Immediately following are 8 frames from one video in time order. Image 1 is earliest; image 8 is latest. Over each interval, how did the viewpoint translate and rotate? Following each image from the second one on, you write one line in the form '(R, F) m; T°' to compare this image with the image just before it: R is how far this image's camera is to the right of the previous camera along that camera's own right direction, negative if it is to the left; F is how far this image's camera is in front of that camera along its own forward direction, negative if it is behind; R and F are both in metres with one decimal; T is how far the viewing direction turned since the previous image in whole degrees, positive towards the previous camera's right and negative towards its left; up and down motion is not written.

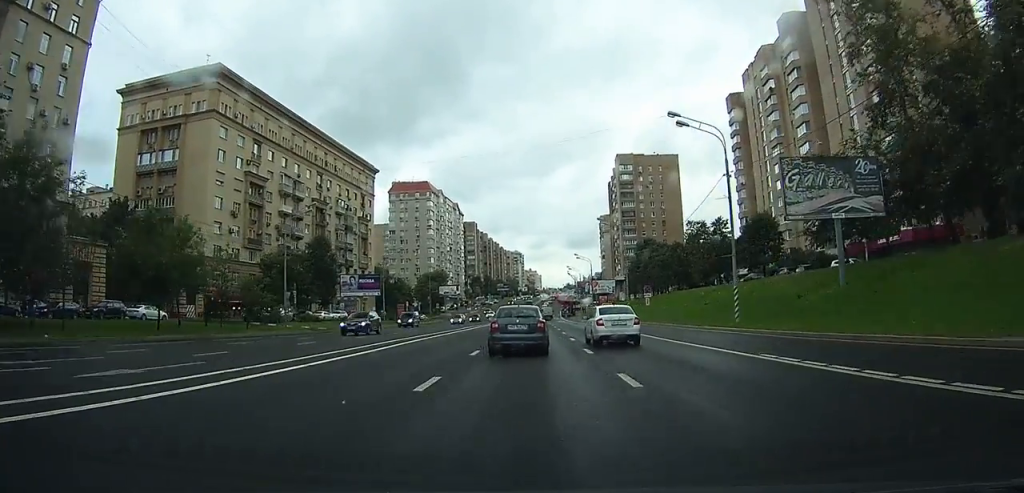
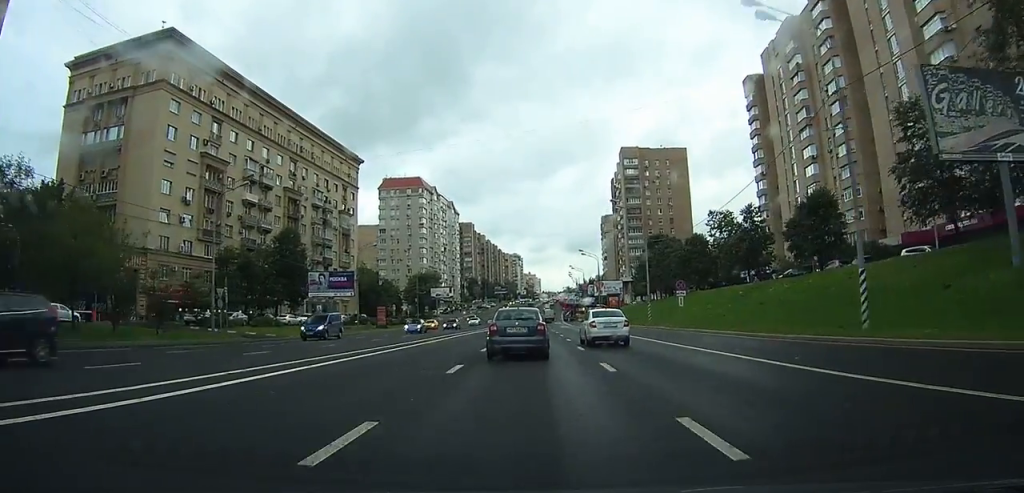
(0.0, +12.8) m; 0°
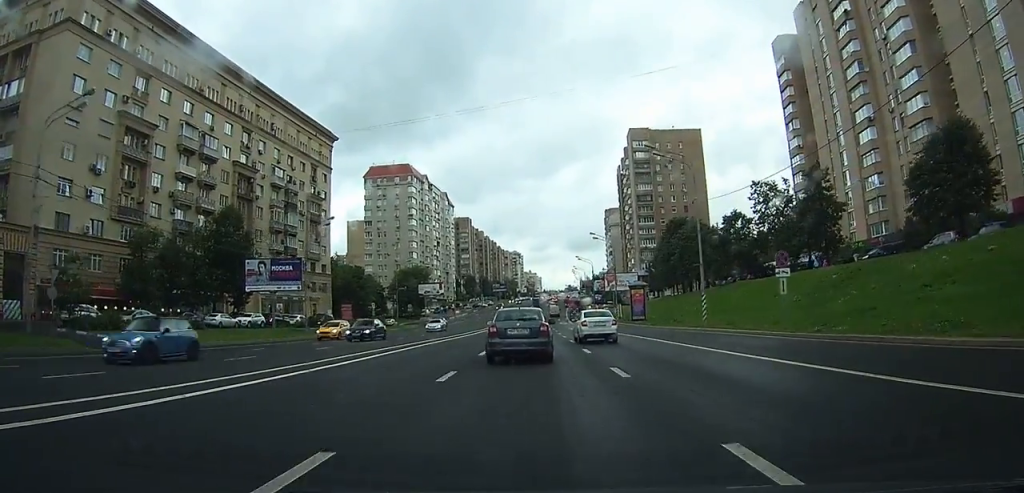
(0.0, +17.7) m; 0°
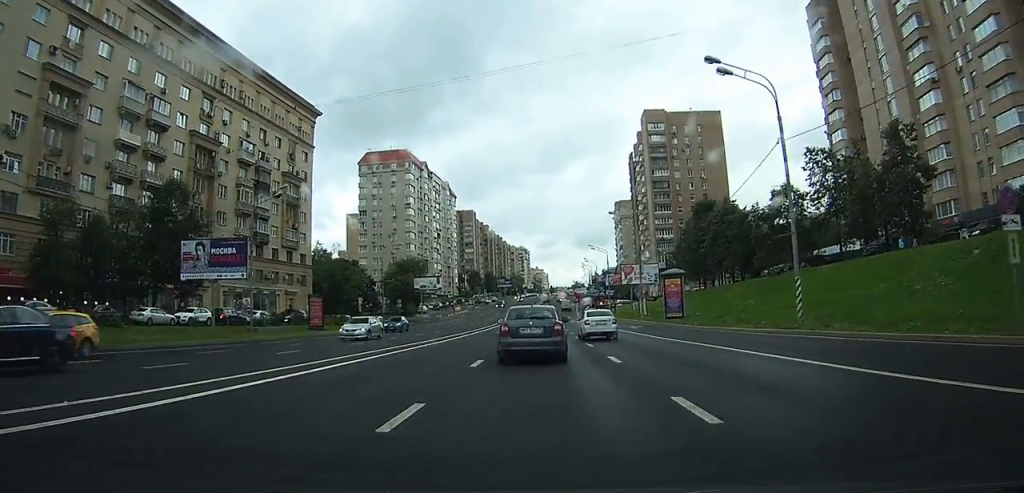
(0.0, +13.2) m; 0°
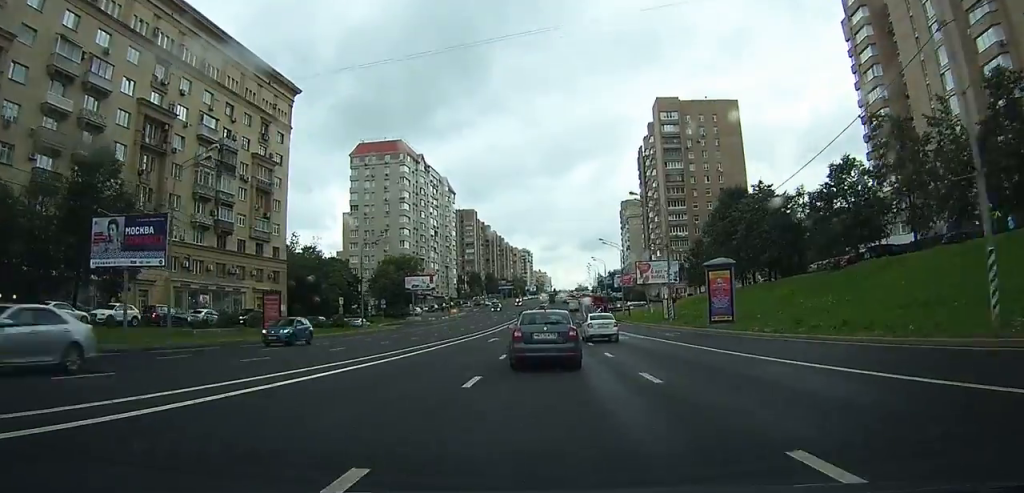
(0.0, +11.6) m; 0°
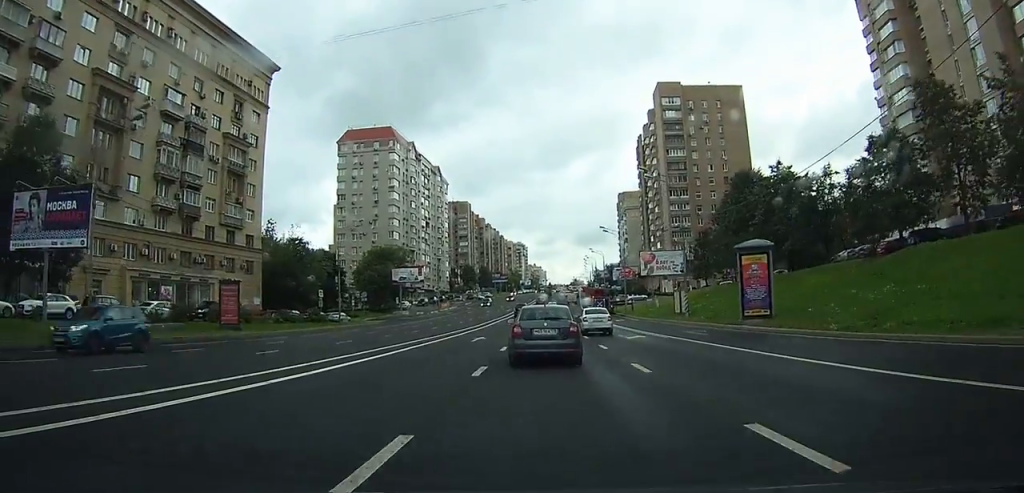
(0.0, +6.7) m; 0°
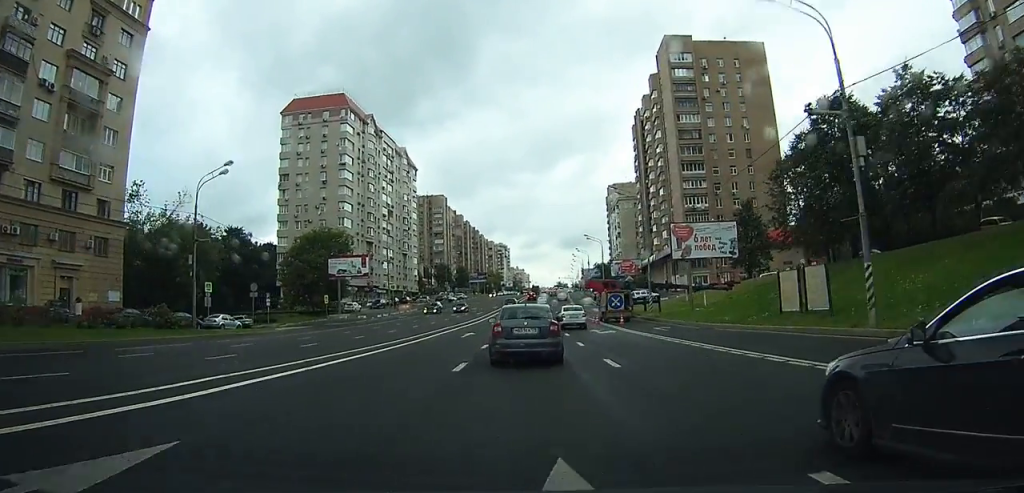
(+0.2, +26.0) m; +1°
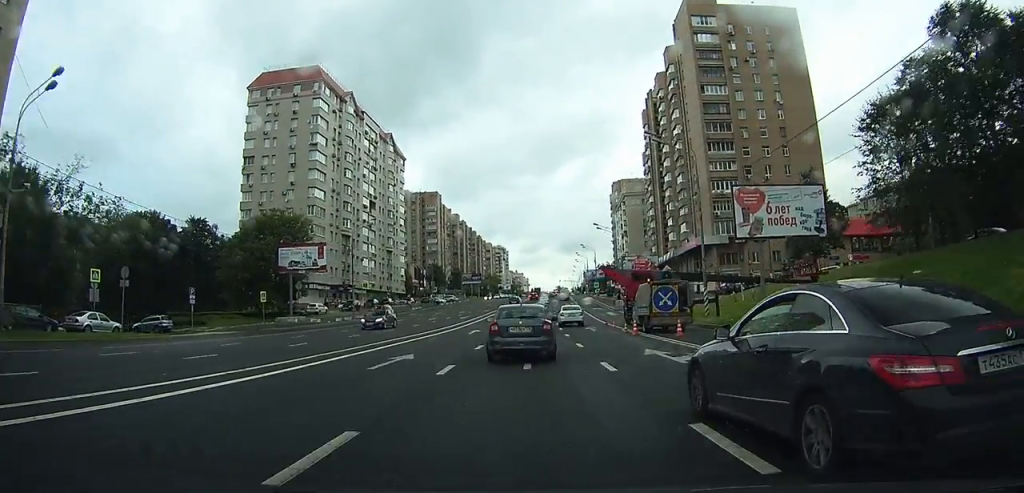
(+0.1, +16.9) m; +1°
